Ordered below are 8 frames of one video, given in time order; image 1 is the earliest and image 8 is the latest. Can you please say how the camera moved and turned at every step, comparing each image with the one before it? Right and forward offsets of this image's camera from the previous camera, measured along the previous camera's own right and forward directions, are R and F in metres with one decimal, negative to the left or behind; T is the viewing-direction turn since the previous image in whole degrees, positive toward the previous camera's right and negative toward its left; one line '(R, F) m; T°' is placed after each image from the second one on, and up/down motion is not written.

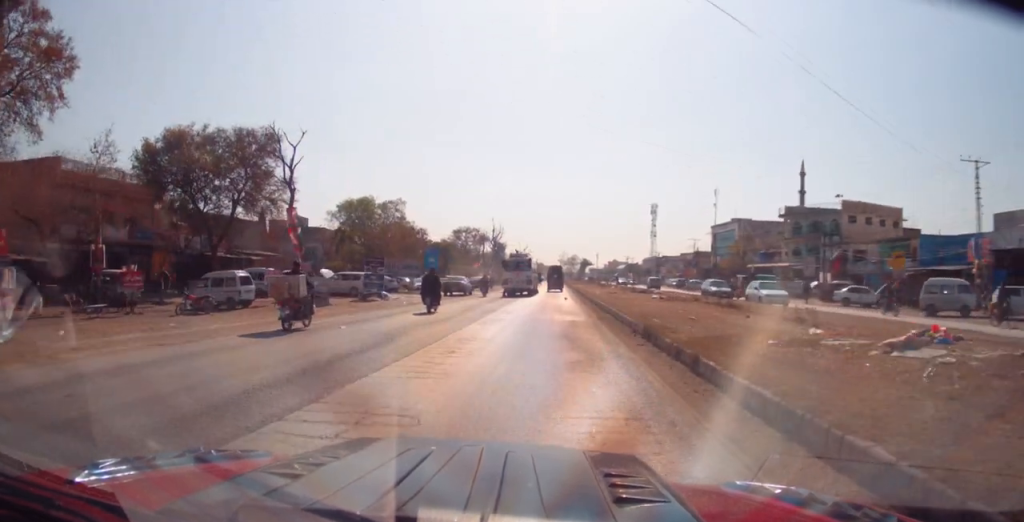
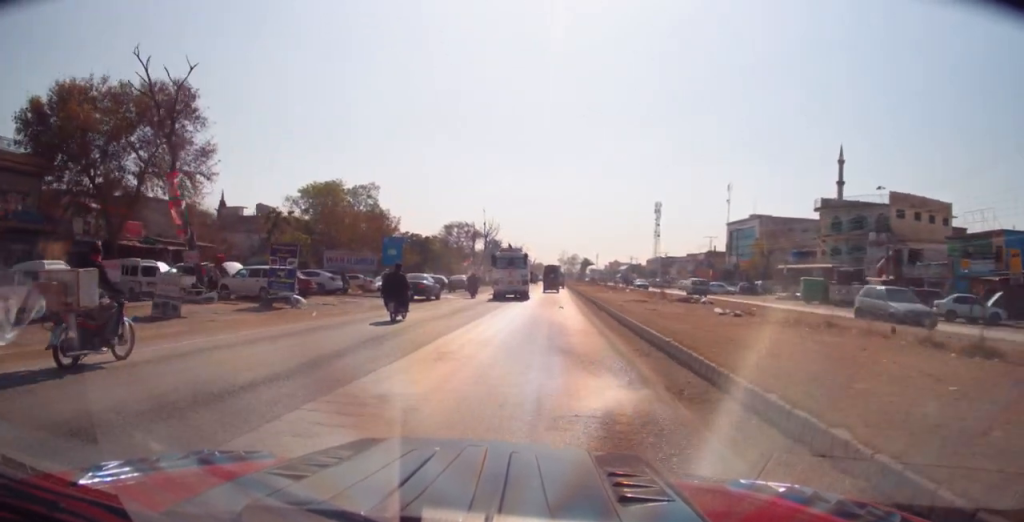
(0.0, +13.7) m; 0°
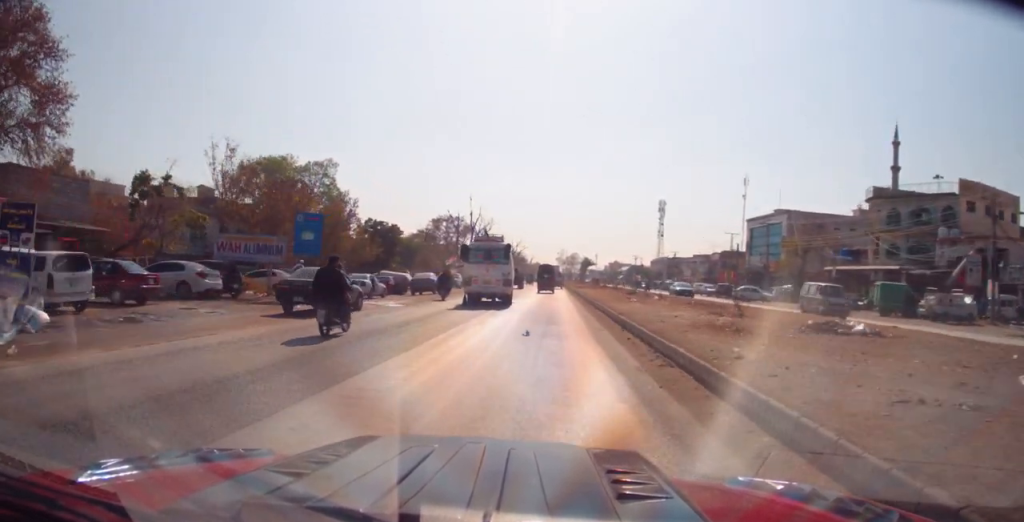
(0.0, +14.8) m; 0°
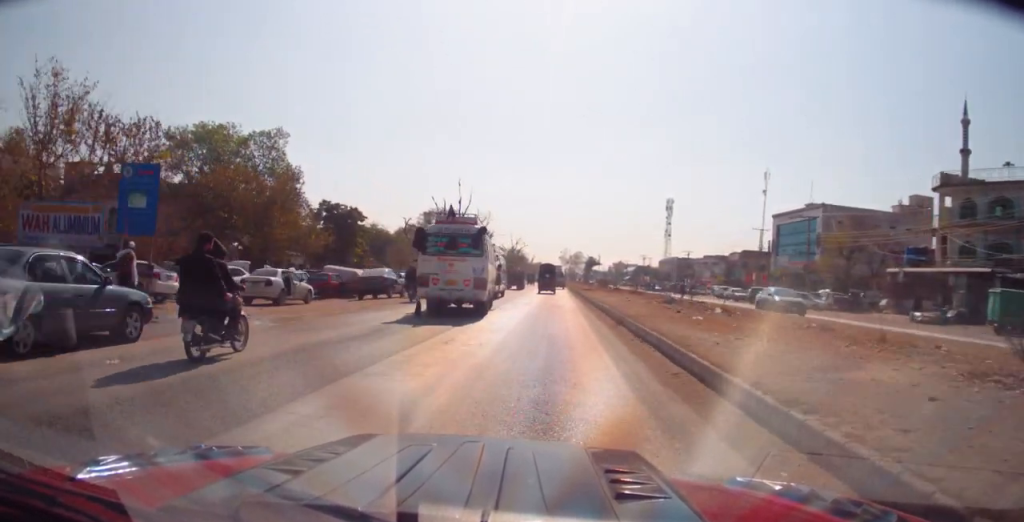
(+0.2, +12.5) m; 0°
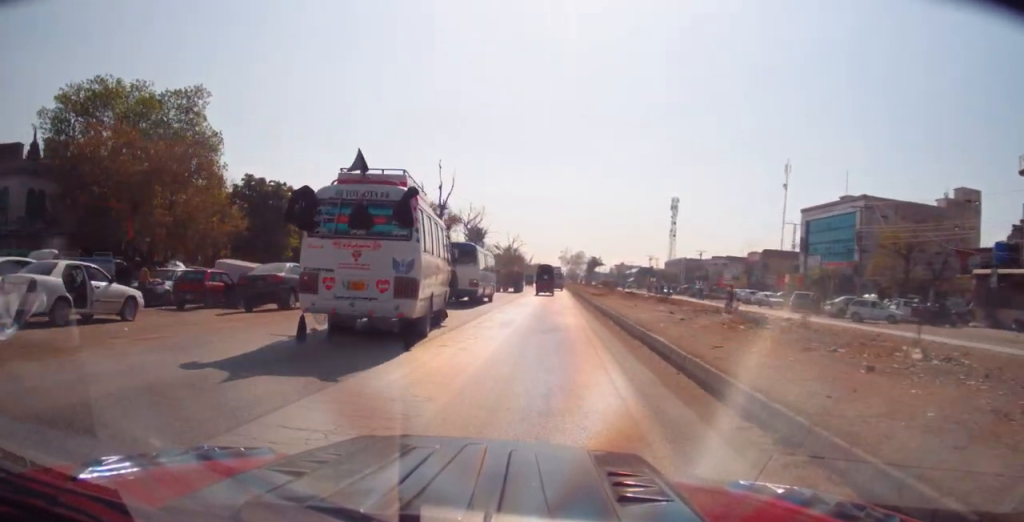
(-0.3, +12.5) m; 0°
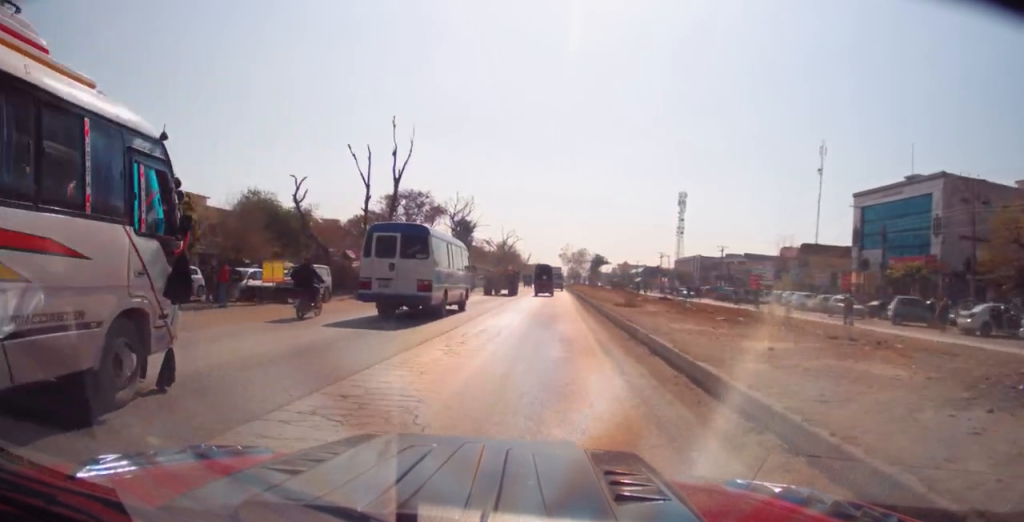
(+0.4, +17.1) m; 0°
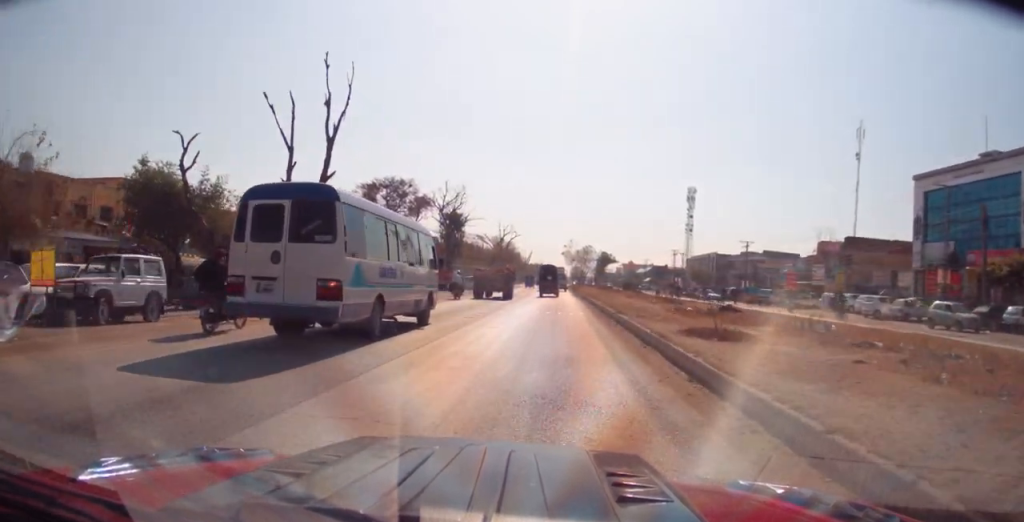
(-0.3, +13.2) m; -1°
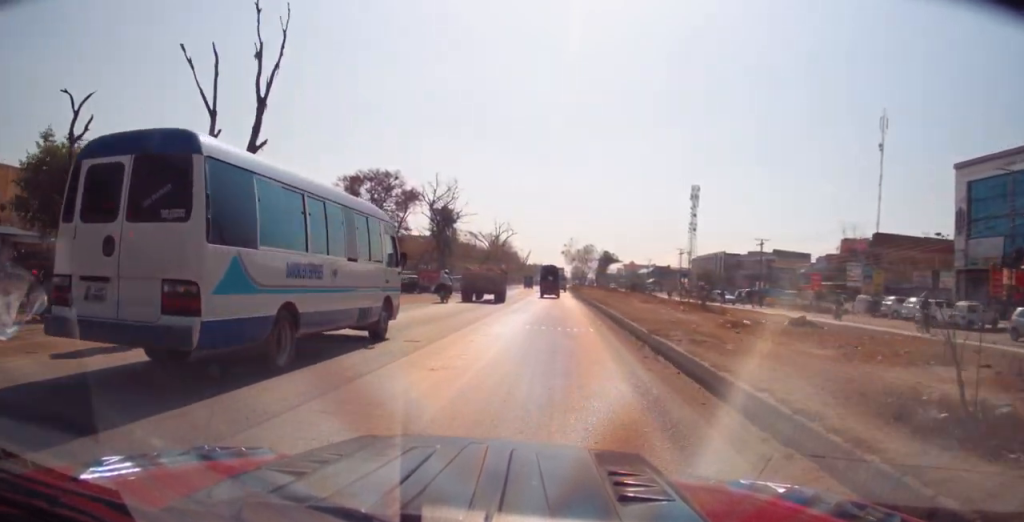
(0.0, +7.5) m; 0°
